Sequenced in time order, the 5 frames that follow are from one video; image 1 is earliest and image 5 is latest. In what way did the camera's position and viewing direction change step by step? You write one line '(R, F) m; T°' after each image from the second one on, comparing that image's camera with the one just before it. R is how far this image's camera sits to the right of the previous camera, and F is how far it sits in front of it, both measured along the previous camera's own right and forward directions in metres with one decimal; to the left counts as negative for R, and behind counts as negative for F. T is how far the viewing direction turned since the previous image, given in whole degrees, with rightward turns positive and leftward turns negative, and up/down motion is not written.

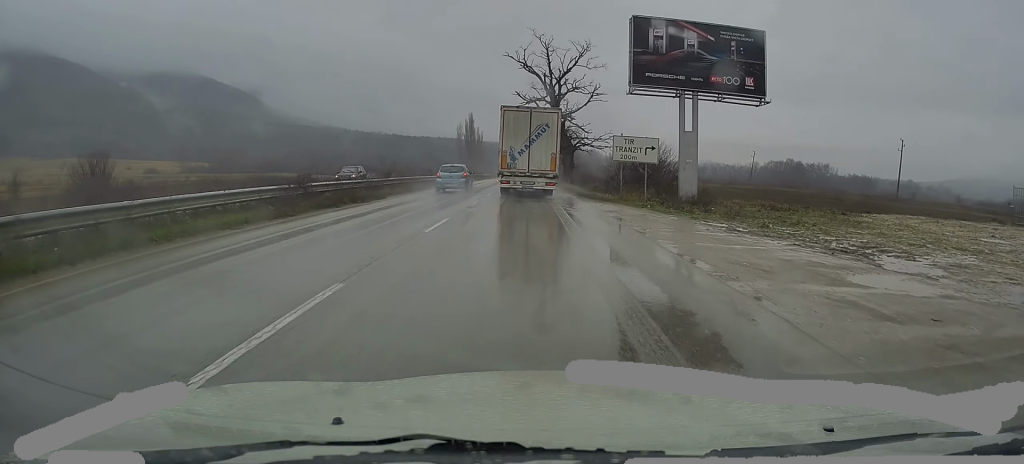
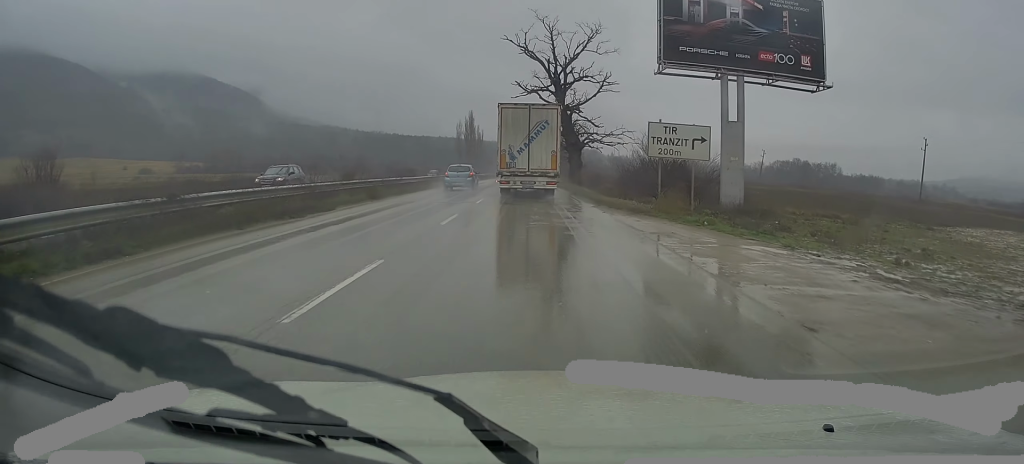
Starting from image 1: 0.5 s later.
(-0.1, +7.2) m; -1°
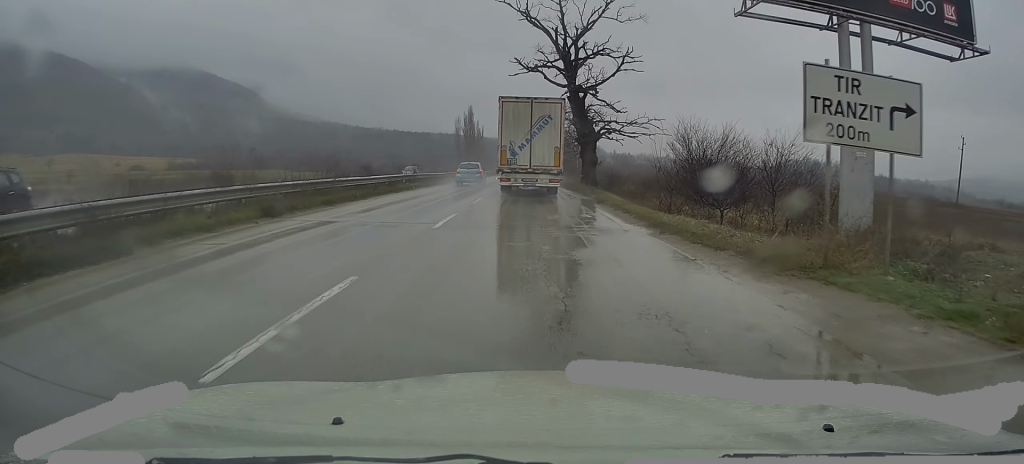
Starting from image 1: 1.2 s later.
(-0.2, +10.5) m; -1°
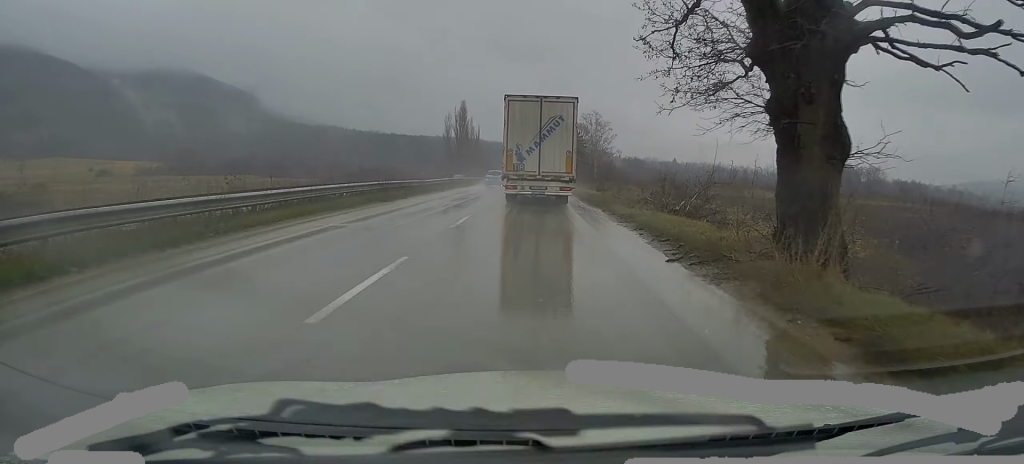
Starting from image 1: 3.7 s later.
(+0.9, +34.8) m; +2°
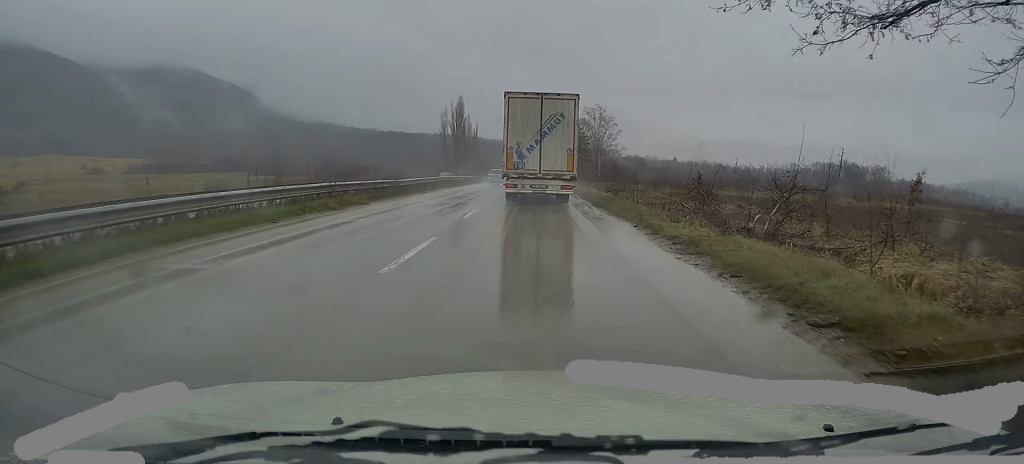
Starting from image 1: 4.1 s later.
(-0.2, +6.6) m; 0°
